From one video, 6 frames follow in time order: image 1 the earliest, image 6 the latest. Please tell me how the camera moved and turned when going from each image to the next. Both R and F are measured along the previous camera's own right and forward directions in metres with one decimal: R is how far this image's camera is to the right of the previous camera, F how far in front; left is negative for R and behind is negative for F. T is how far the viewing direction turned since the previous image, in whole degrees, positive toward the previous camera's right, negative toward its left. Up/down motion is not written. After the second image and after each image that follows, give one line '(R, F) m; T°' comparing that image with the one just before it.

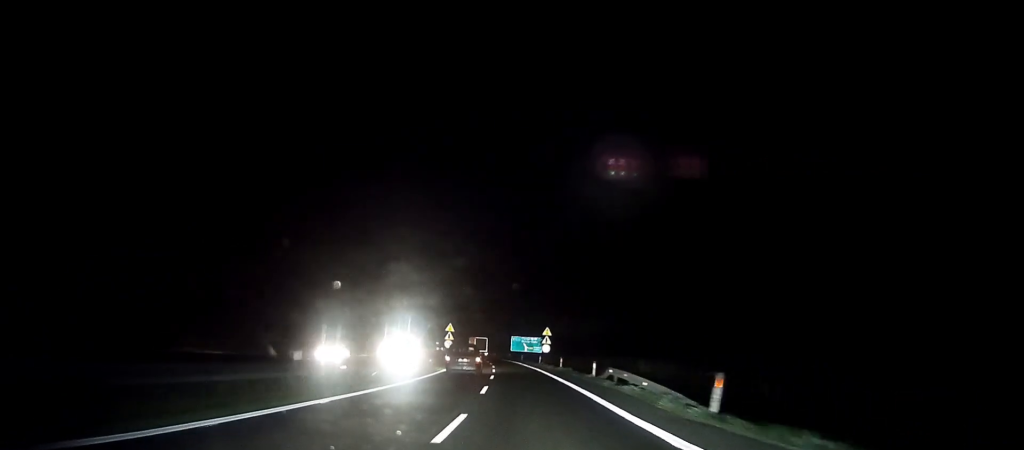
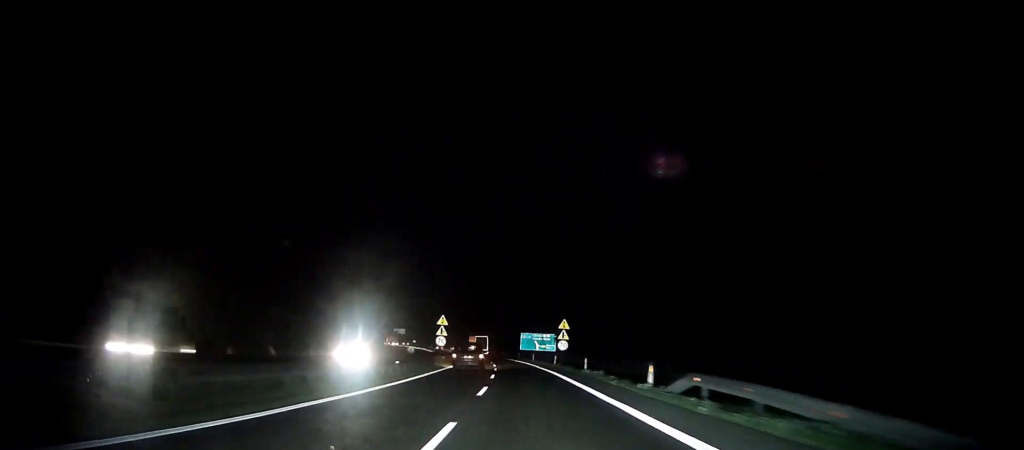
(-0.1, +14.2) m; -1°
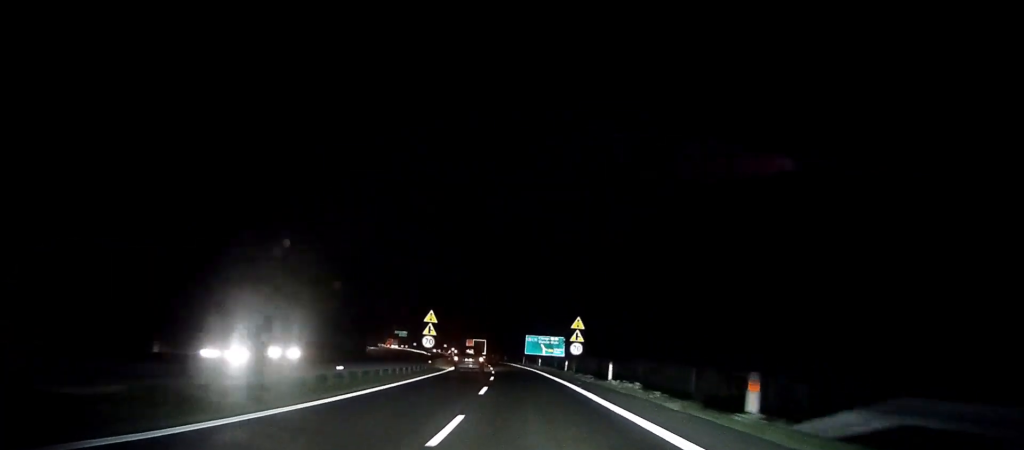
(-0.1, +10.0) m; 0°
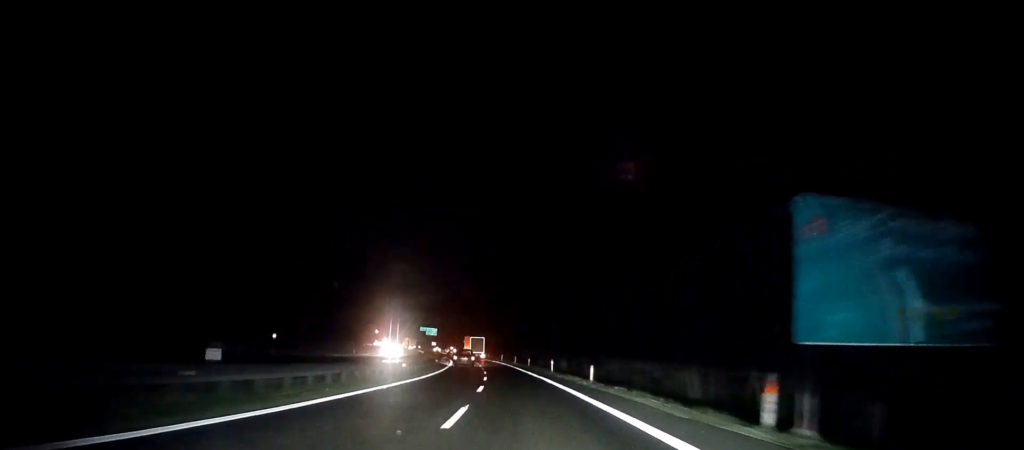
(-1.9, +82.6) m; -4°
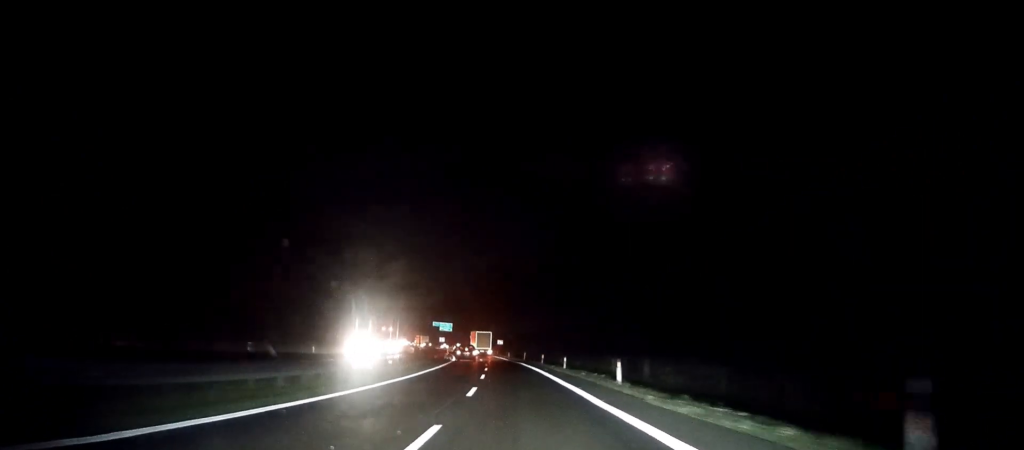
(-0.7, +28.4) m; -2°
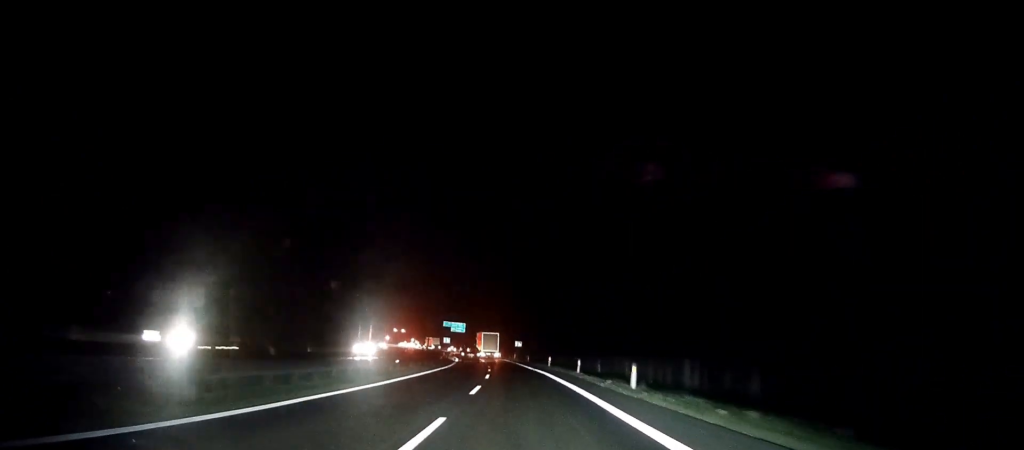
(-0.2, +23.2) m; -1°
